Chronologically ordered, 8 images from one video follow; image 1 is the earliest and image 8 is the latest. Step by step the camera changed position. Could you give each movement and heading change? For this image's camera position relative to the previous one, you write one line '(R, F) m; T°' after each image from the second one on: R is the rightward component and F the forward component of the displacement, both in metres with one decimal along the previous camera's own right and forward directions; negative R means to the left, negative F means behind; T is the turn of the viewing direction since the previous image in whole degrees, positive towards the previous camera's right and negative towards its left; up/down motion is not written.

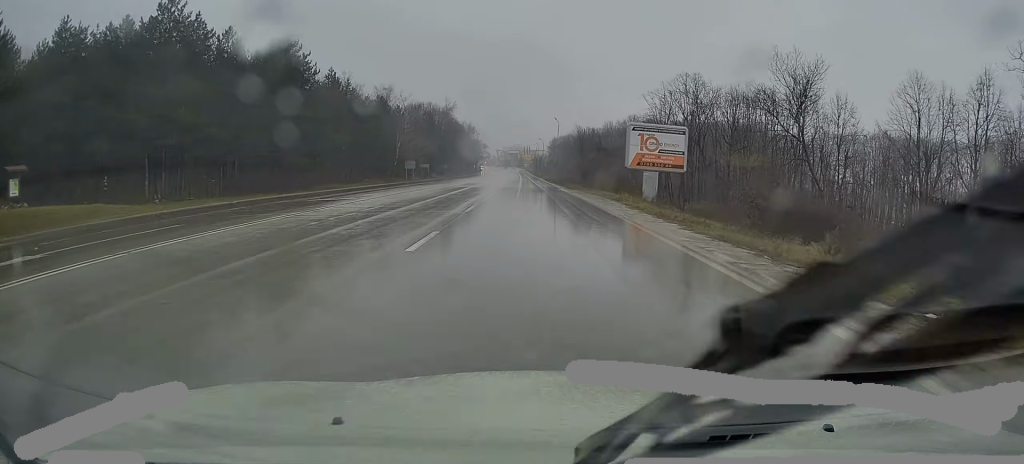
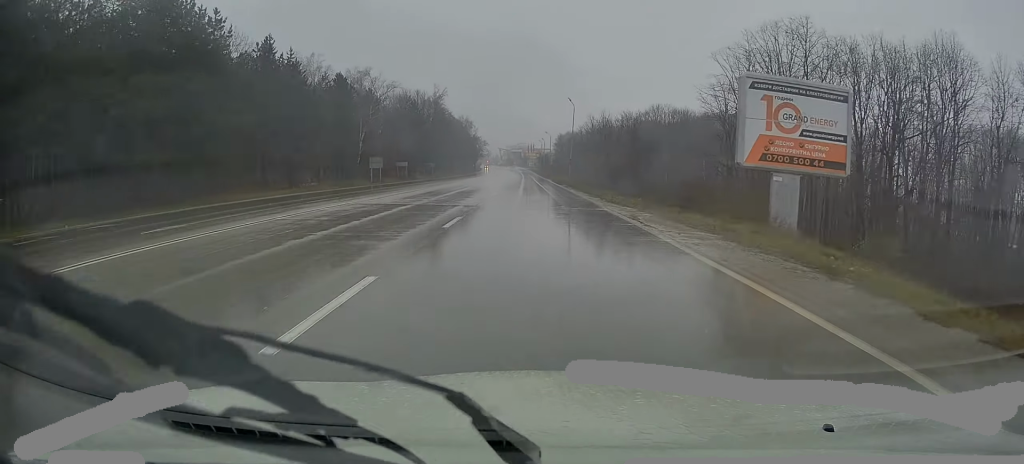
(0.0, +23.1) m; -1°
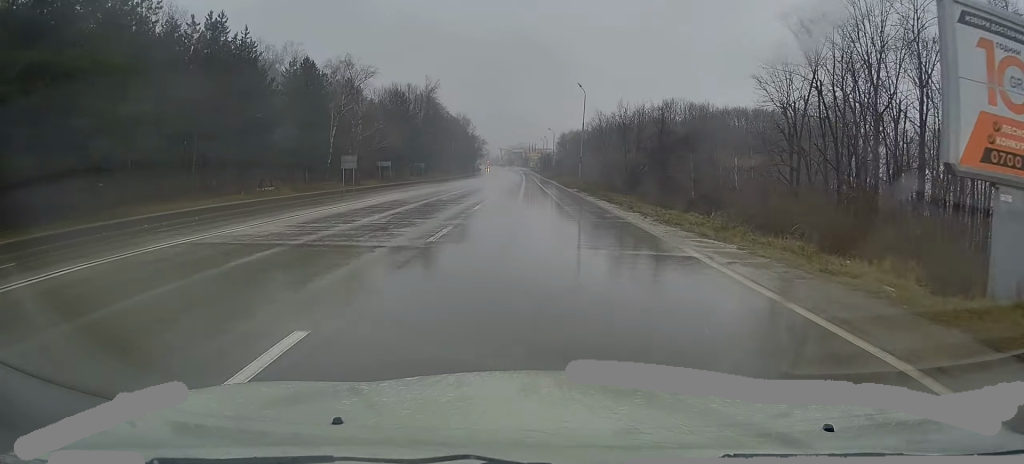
(-0.1, +11.1) m; -1°
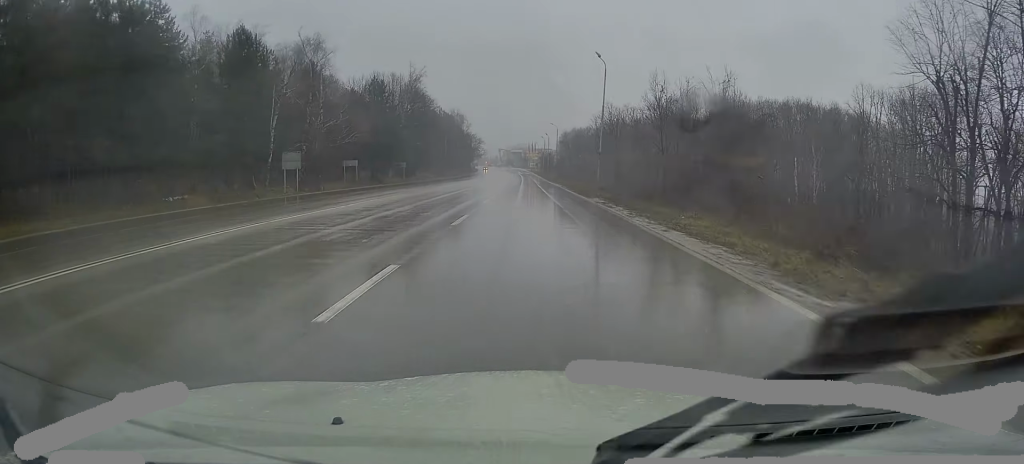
(-0.1, +14.4) m; 0°
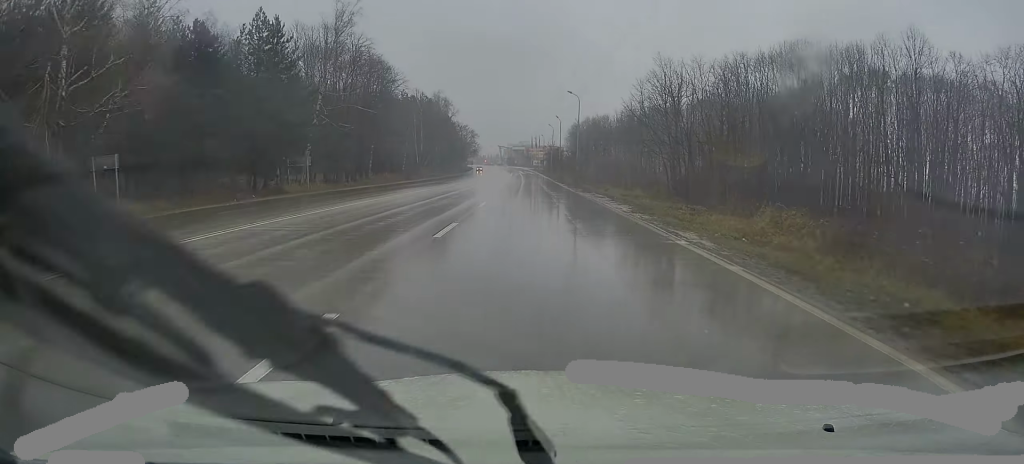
(-0.2, +38.0) m; -1°
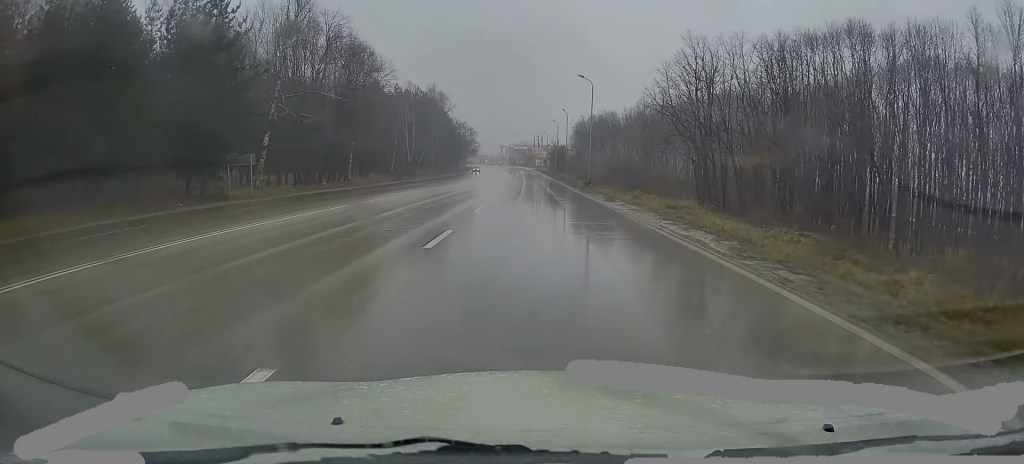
(+0.2, +10.2) m; 0°
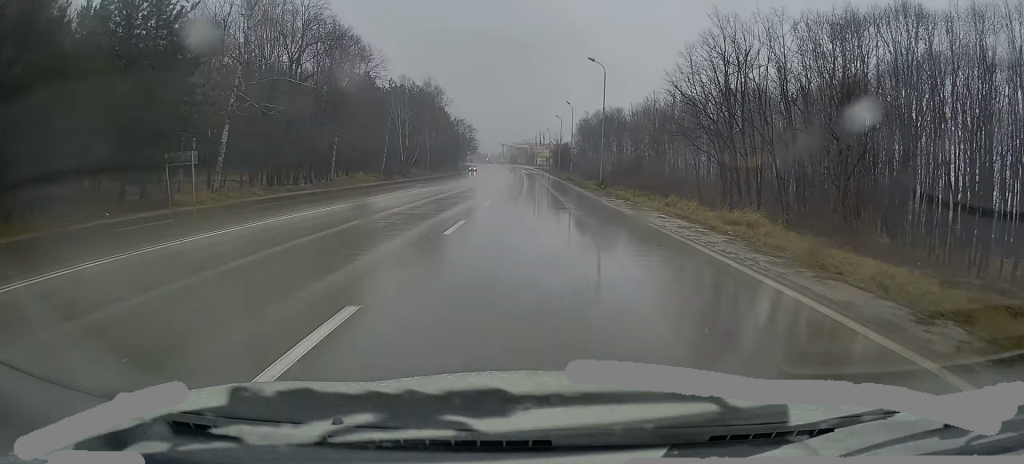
(+0.1, +7.0) m; 0°
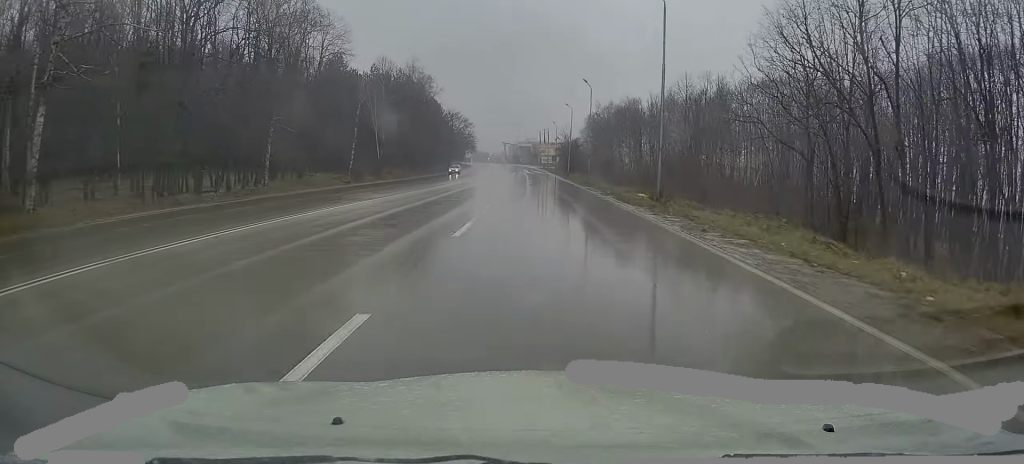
(-0.3, +18.0) m; 0°
